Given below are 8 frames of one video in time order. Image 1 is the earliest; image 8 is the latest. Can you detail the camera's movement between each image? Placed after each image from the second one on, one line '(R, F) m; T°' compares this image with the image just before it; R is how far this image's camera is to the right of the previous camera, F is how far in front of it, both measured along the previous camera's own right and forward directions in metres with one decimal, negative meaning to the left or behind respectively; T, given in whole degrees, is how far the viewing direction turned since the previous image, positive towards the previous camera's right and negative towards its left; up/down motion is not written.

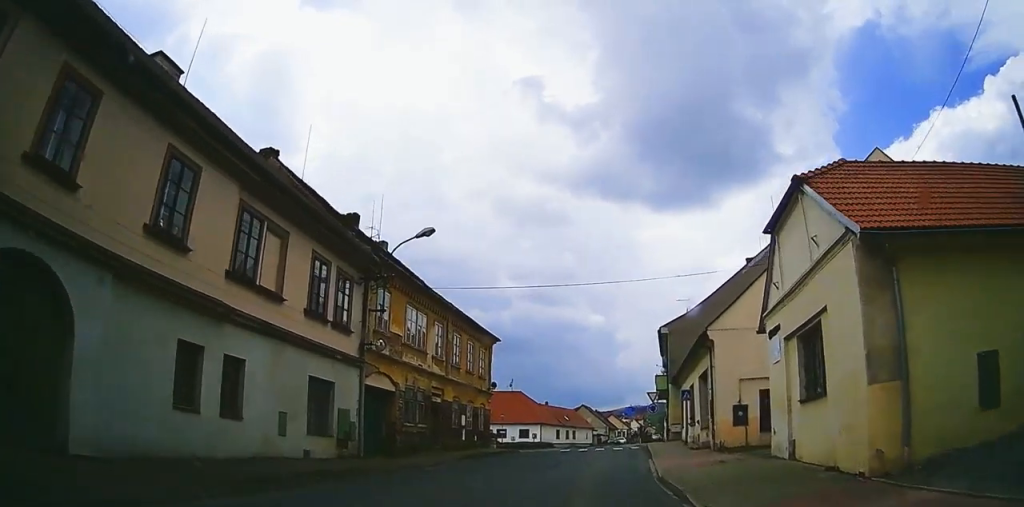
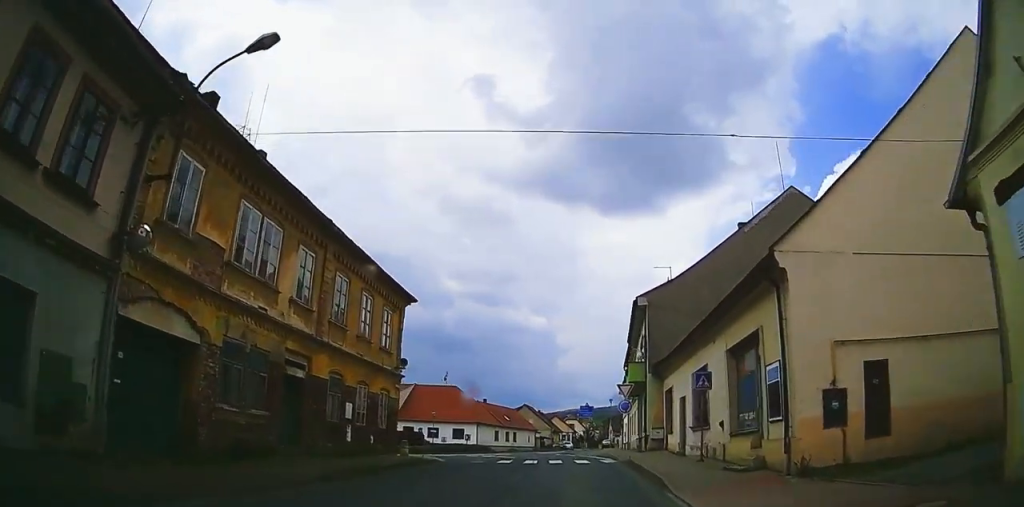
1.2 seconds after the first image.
(+0.9, +11.4) m; +9°
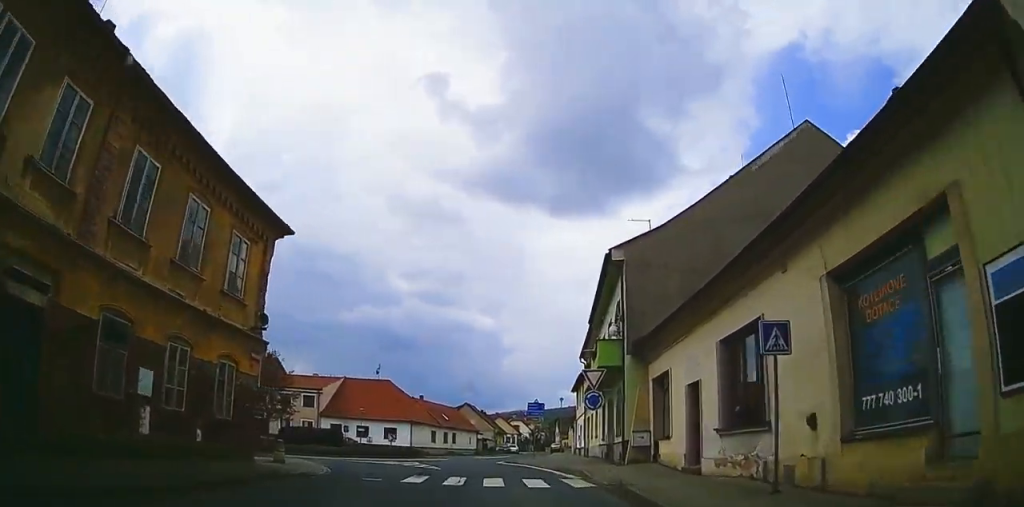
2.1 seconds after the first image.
(+0.8, +8.6) m; +1°
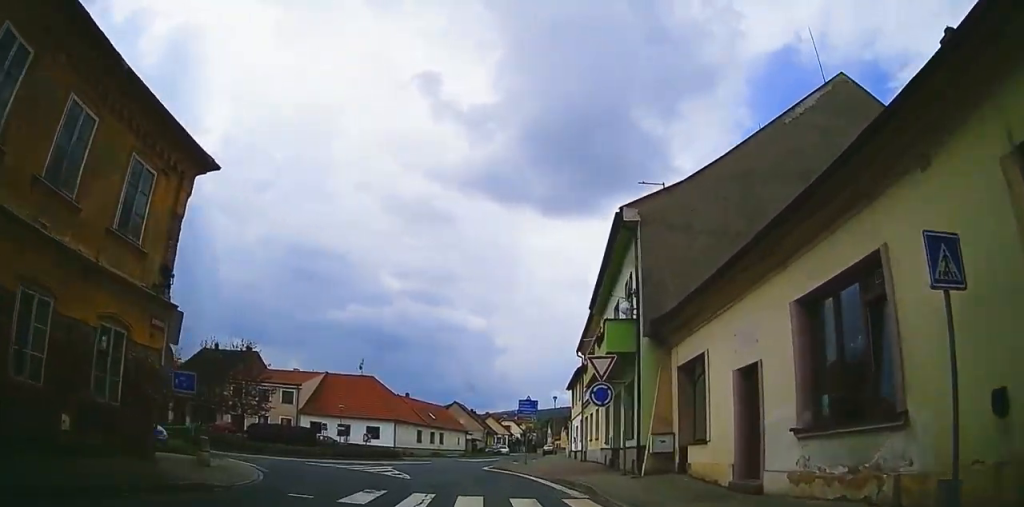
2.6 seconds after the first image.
(-0.3, +4.2) m; -3°
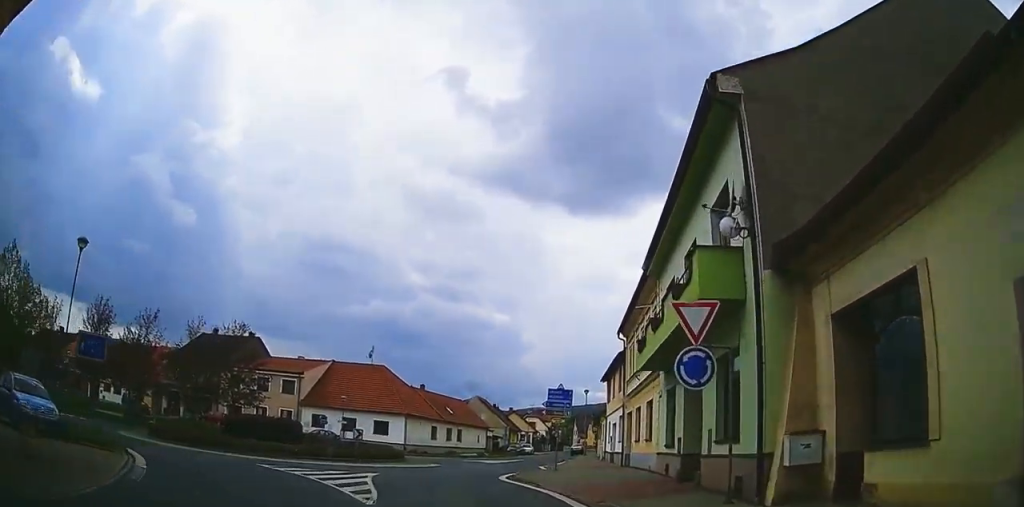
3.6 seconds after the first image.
(-0.2, +7.0) m; -1°
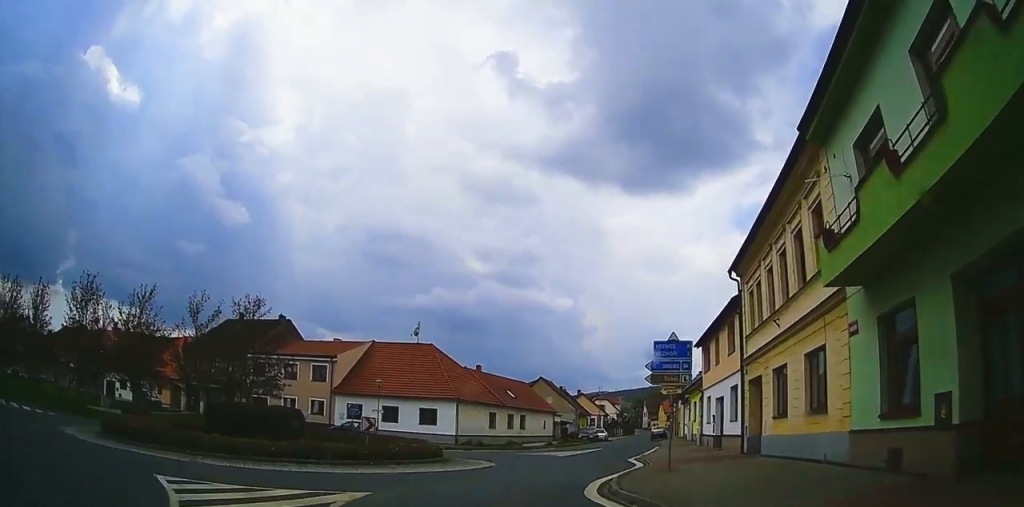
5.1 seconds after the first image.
(+0.1, +8.6) m; +1°
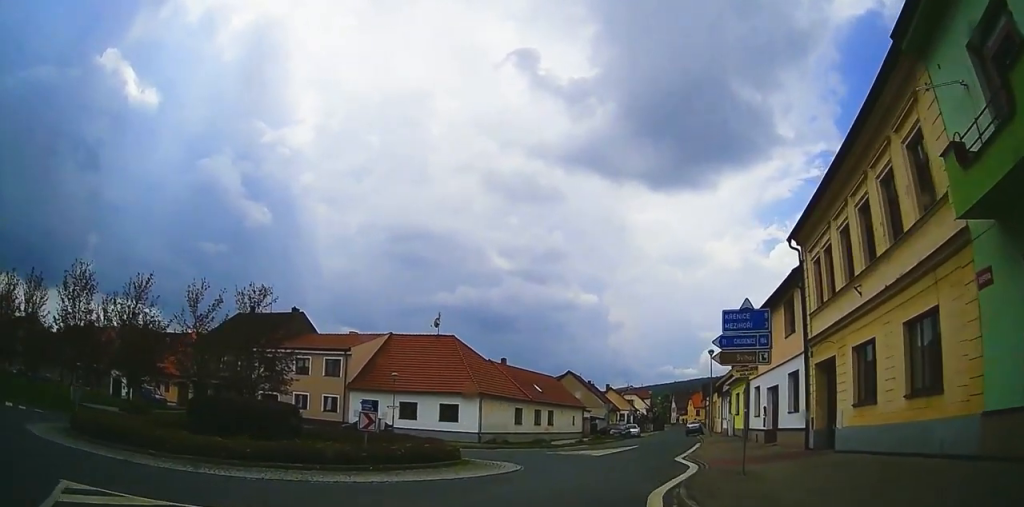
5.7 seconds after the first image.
(0.0, +3.2) m; 0°
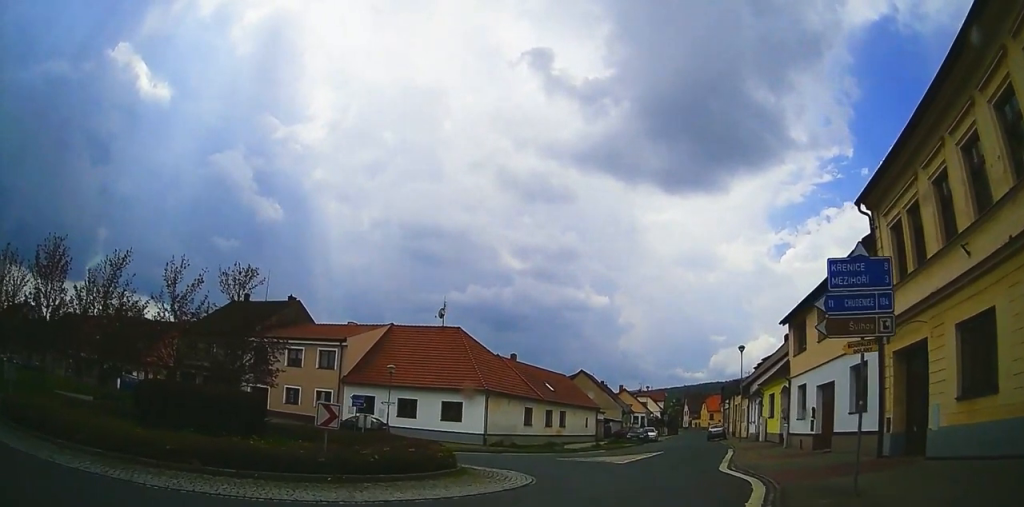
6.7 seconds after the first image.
(0.0, +4.5) m; +1°
